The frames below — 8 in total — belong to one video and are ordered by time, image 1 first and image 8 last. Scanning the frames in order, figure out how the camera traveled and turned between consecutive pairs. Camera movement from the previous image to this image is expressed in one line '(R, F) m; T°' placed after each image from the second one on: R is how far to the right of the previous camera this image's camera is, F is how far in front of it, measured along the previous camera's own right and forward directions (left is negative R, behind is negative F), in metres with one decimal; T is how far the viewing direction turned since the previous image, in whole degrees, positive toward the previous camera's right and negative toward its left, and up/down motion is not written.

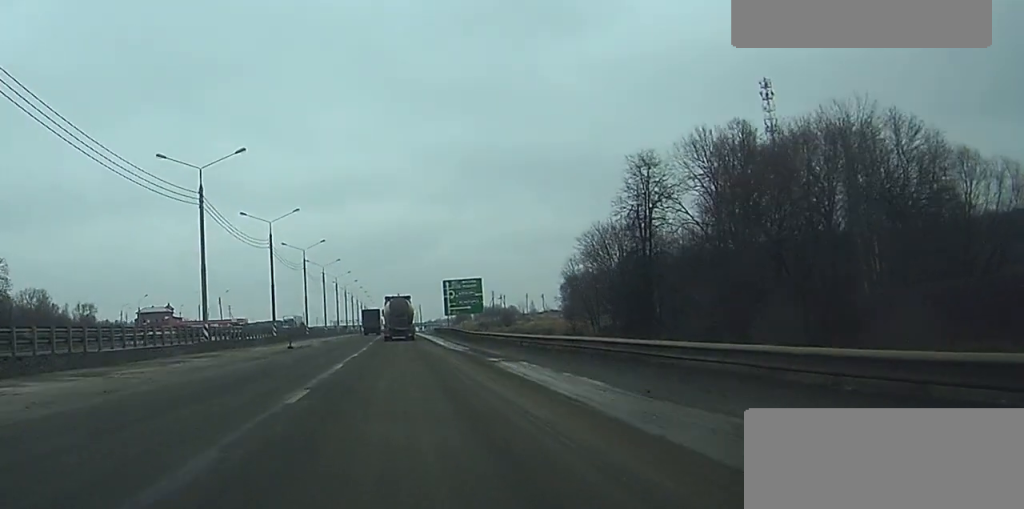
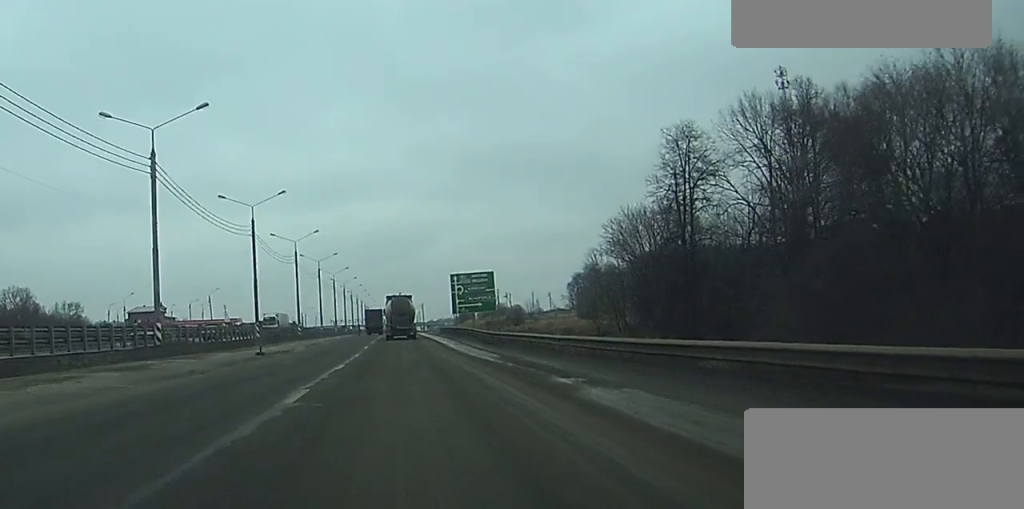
(-0.2, +12.2) m; +1°
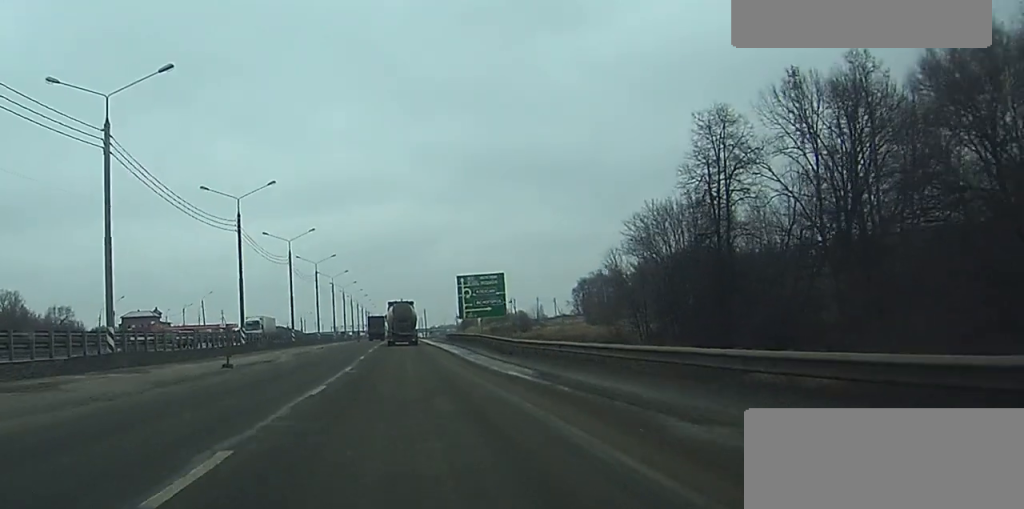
(+0.5, +8.4) m; +1°
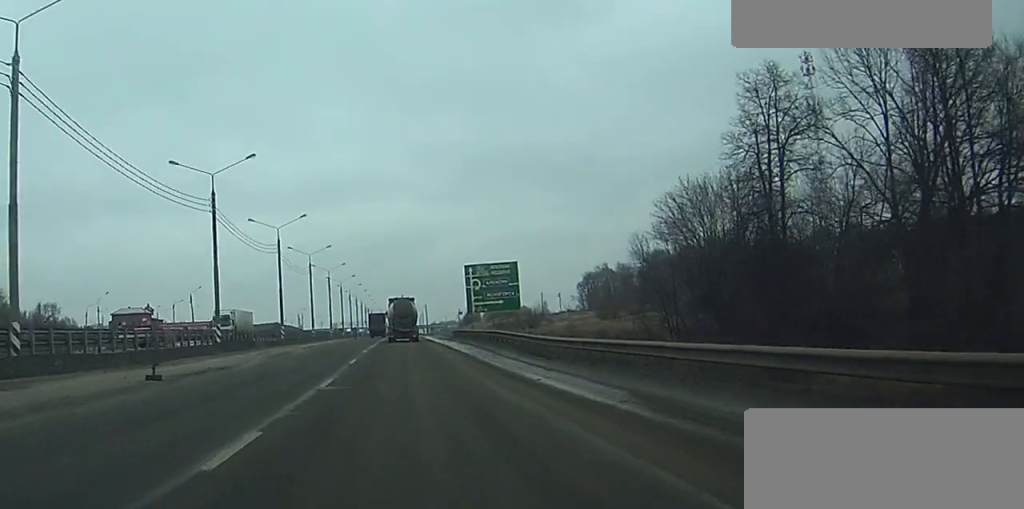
(+0.3, +10.3) m; 0°
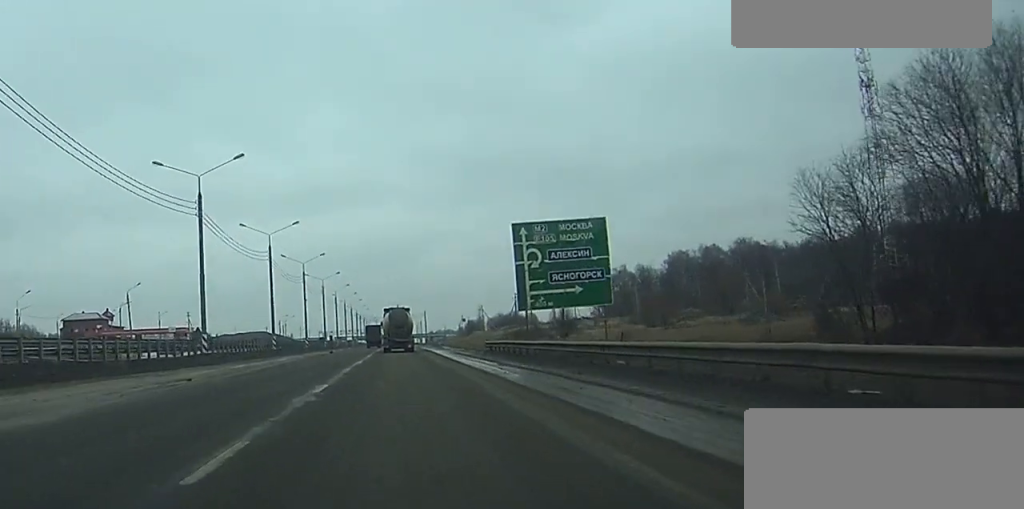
(-1.1, +37.3) m; -2°
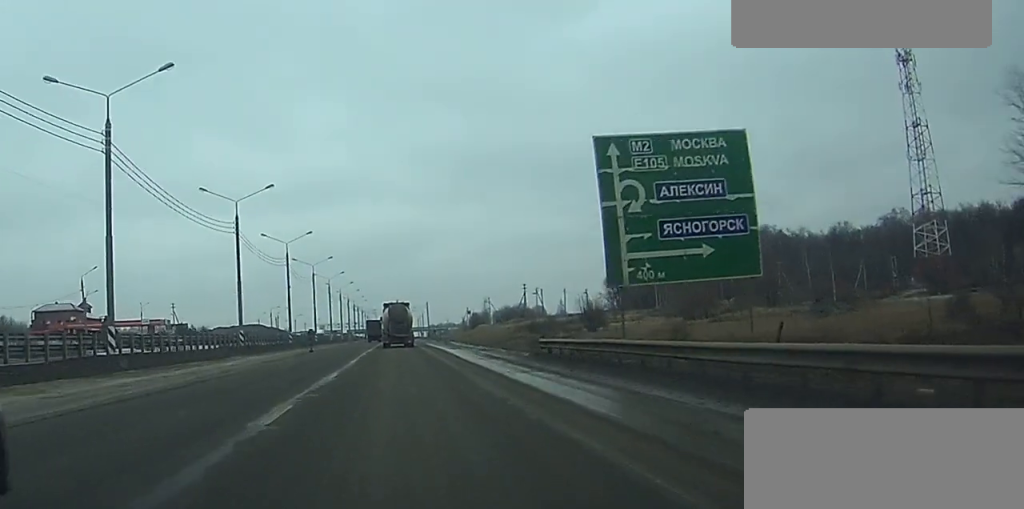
(0.0, +19.4) m; 0°
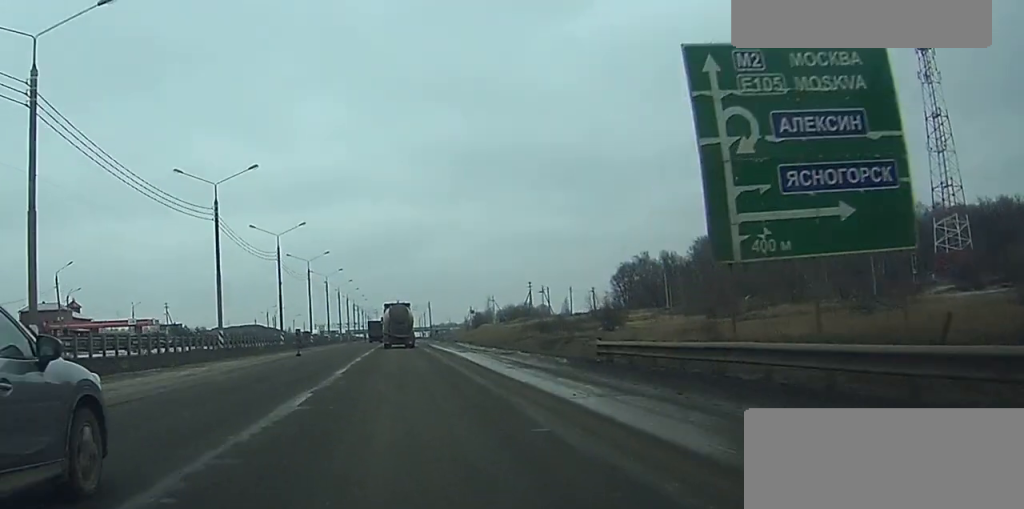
(0.0, +8.4) m; 0°
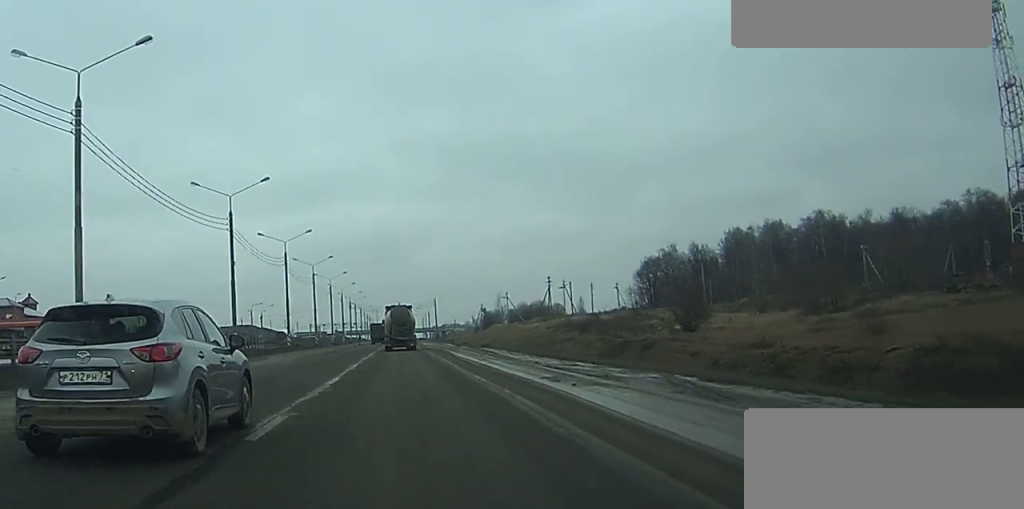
(+0.1, +28.6) m; 0°
